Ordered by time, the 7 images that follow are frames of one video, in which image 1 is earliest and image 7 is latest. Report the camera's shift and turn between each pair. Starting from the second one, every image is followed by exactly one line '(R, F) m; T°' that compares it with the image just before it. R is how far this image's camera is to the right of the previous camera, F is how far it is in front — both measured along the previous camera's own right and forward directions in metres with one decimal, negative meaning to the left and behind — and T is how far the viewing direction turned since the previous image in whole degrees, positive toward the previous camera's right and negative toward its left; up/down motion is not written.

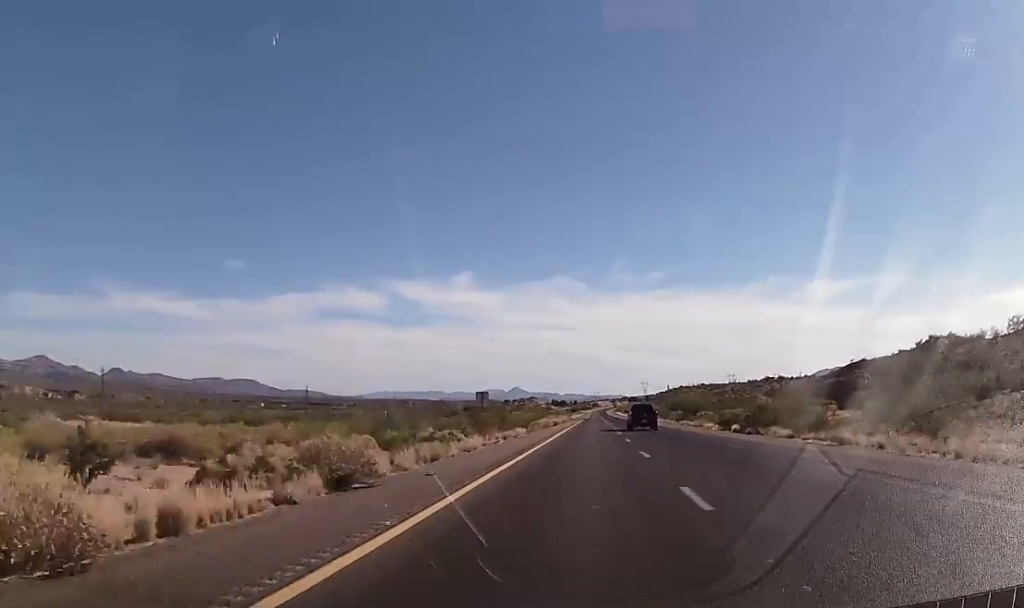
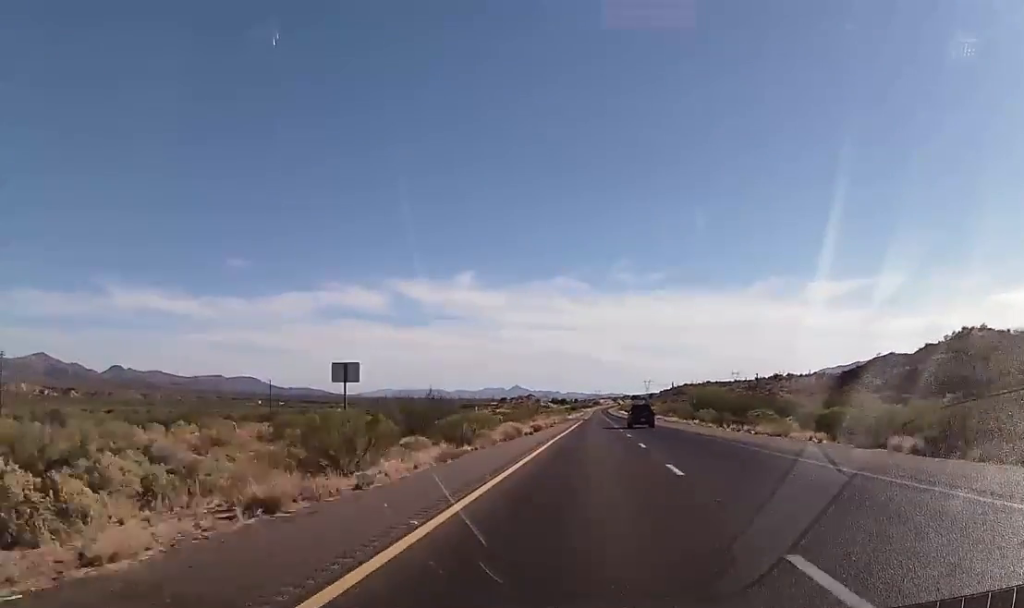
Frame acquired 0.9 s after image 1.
(-0.2, +31.0) m; -1°
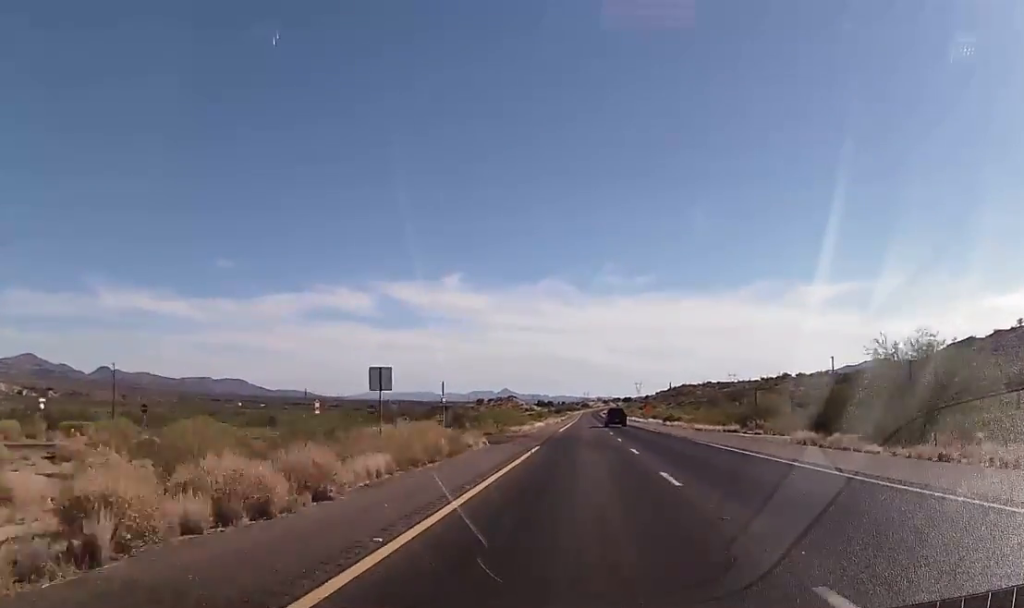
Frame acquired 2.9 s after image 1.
(-0.9, +74.2) m; 0°
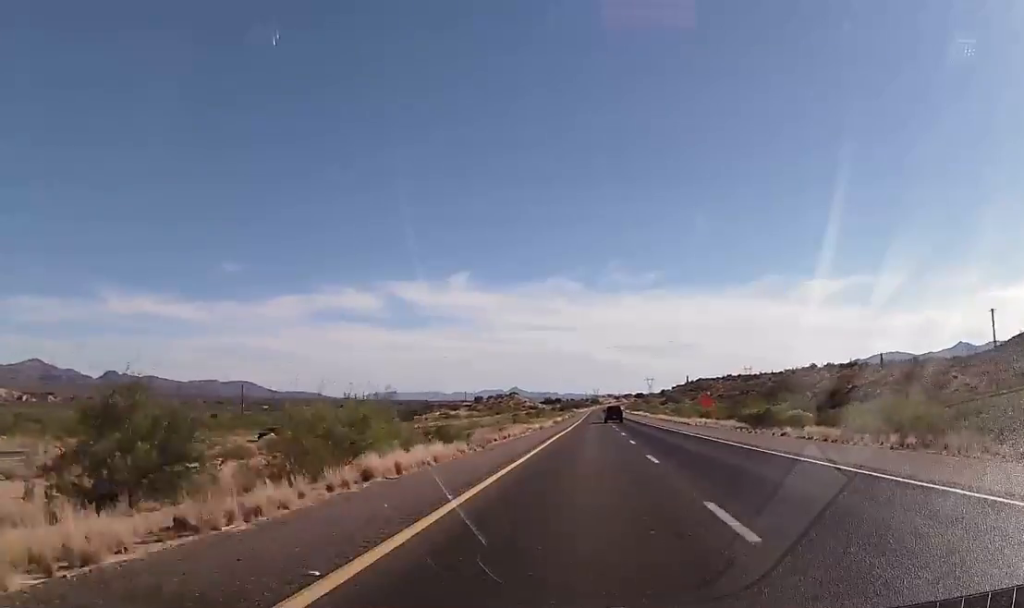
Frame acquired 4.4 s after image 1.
(+0.4, +54.6) m; 0°
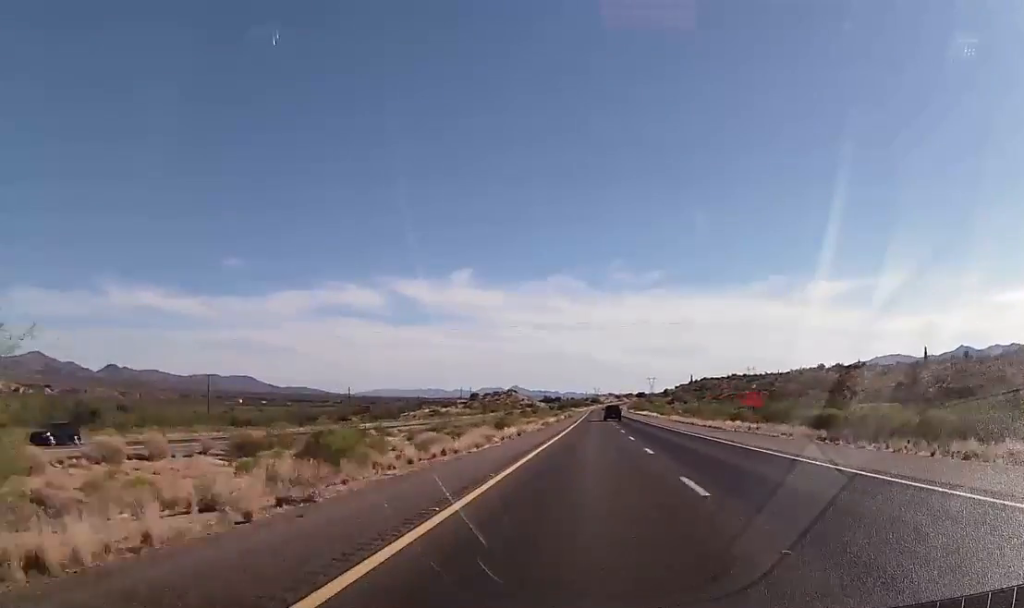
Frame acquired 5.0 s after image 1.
(0.0, +19.8) m; 0°
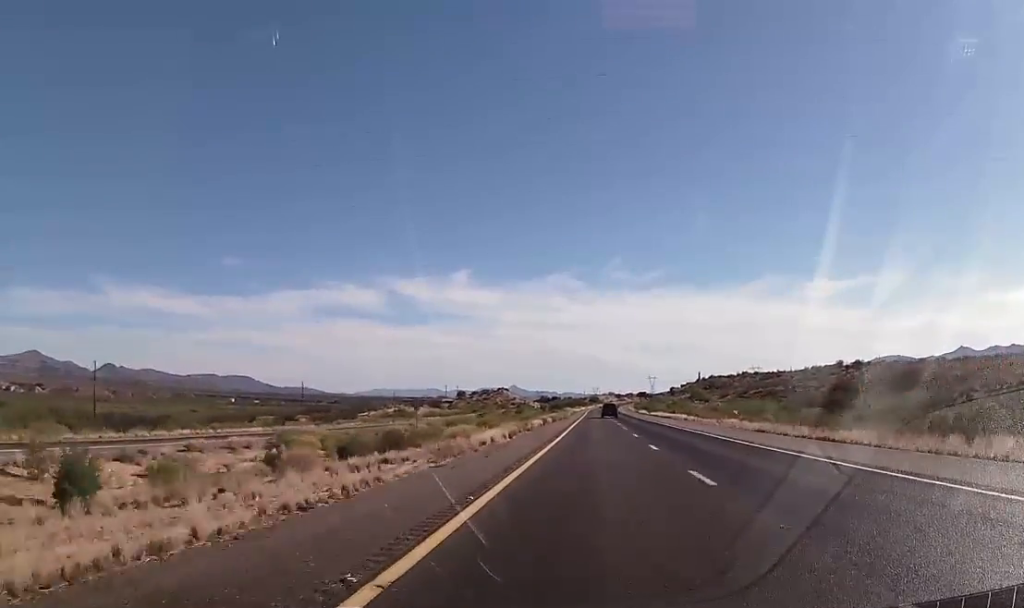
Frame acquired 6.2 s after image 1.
(0.0, +47.3) m; 0°
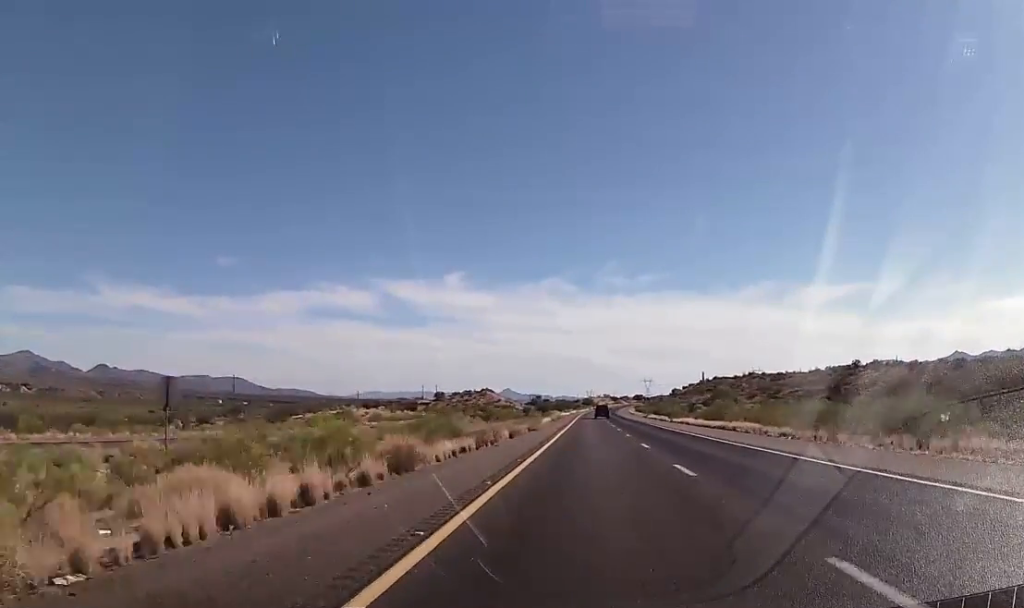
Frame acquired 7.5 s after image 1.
(-0.3, +46.4) m; -1°
